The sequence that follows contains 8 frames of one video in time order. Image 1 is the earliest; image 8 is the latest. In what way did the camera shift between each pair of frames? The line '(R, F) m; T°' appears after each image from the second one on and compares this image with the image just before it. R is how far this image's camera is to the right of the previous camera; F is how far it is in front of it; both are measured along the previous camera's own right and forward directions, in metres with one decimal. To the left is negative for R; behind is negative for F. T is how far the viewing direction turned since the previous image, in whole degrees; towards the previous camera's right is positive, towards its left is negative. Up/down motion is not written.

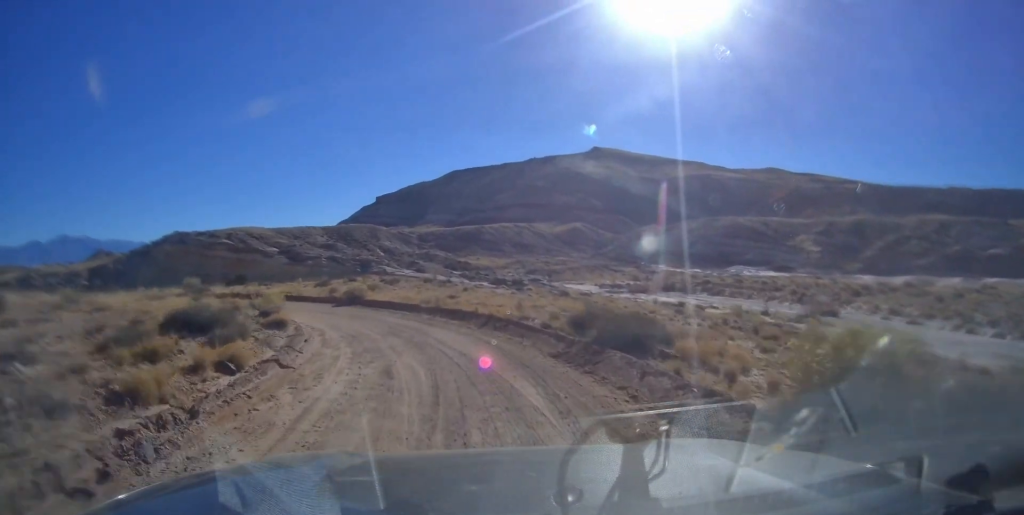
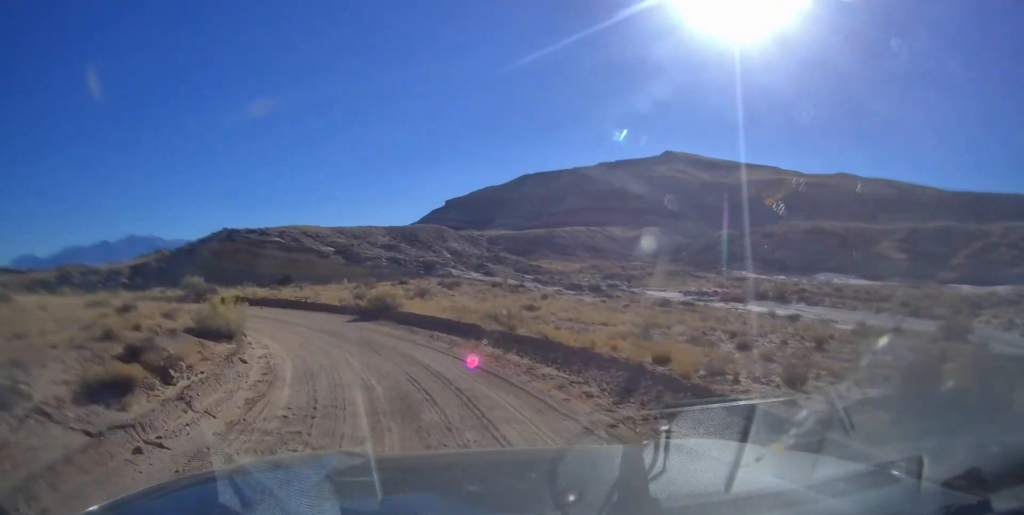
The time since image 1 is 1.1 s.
(0.0, +10.6) m; -5°
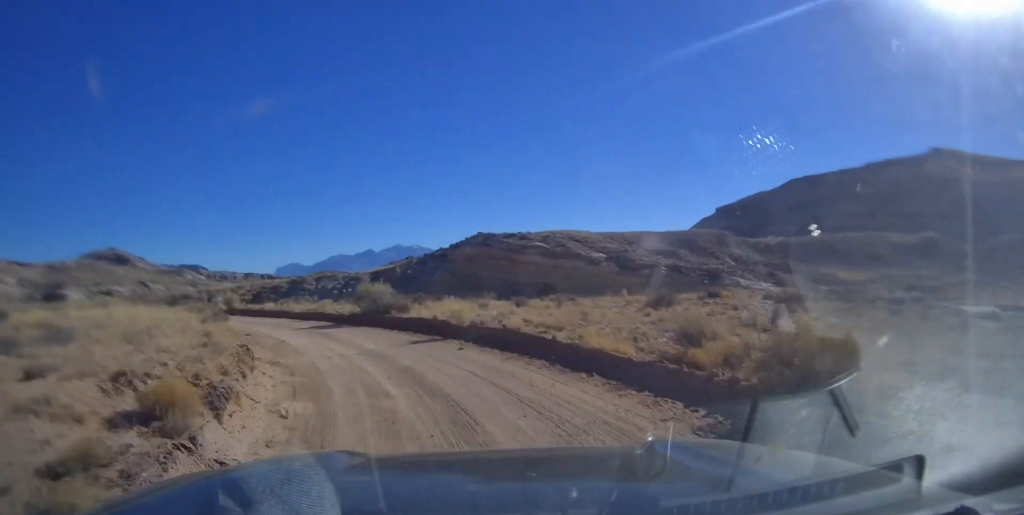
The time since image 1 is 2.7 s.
(-0.2, +15.8) m; -13°
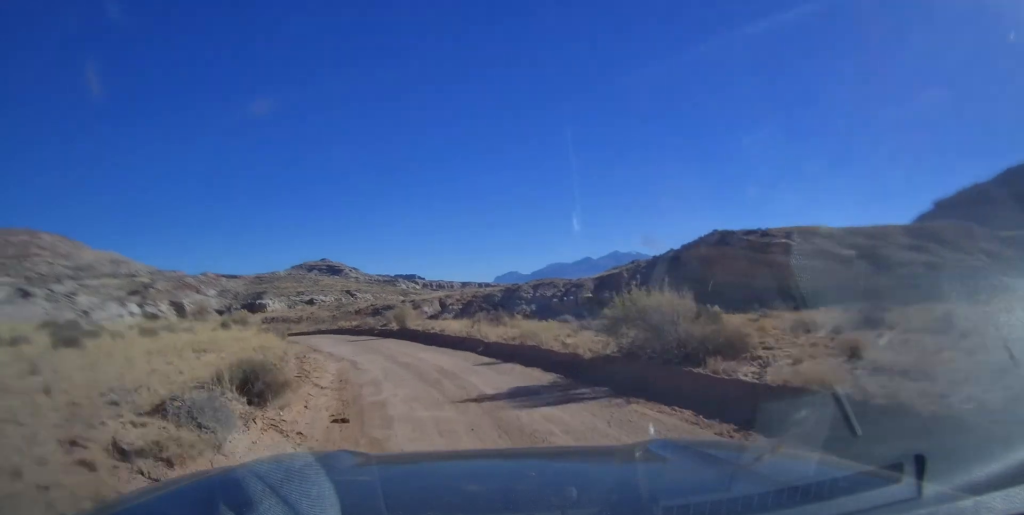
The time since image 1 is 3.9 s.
(-1.9, +12.4) m; -16°
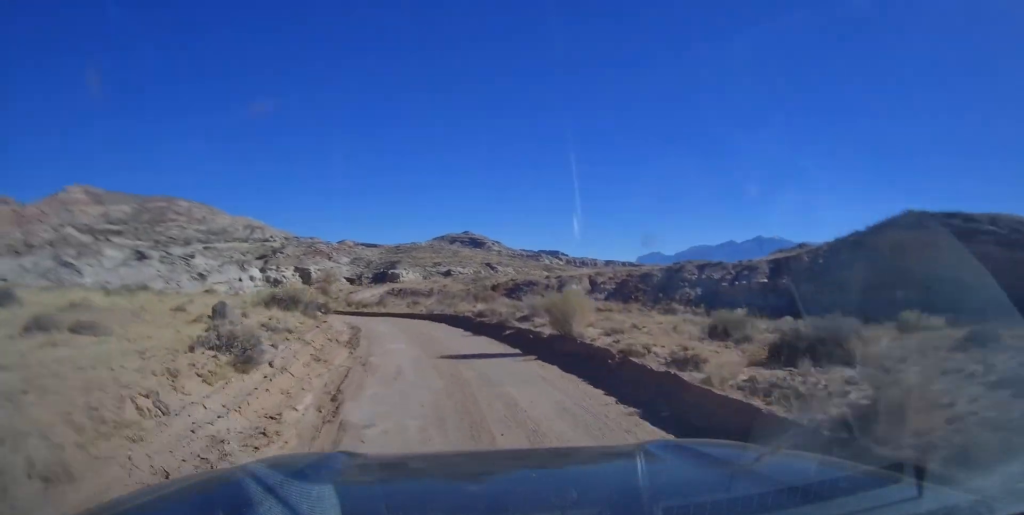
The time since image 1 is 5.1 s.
(-2.2, +13.3) m; -16°
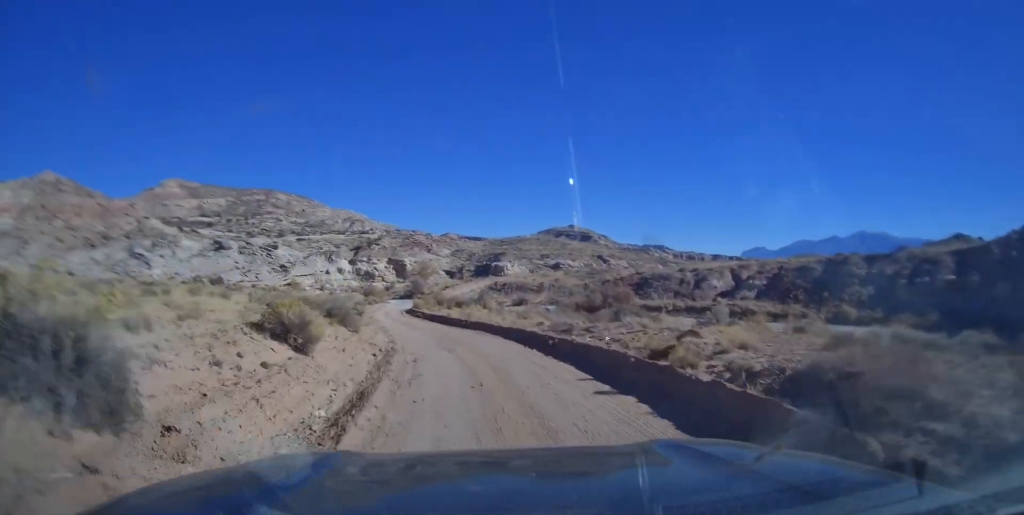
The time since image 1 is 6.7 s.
(-2.6, +17.5) m; -18°
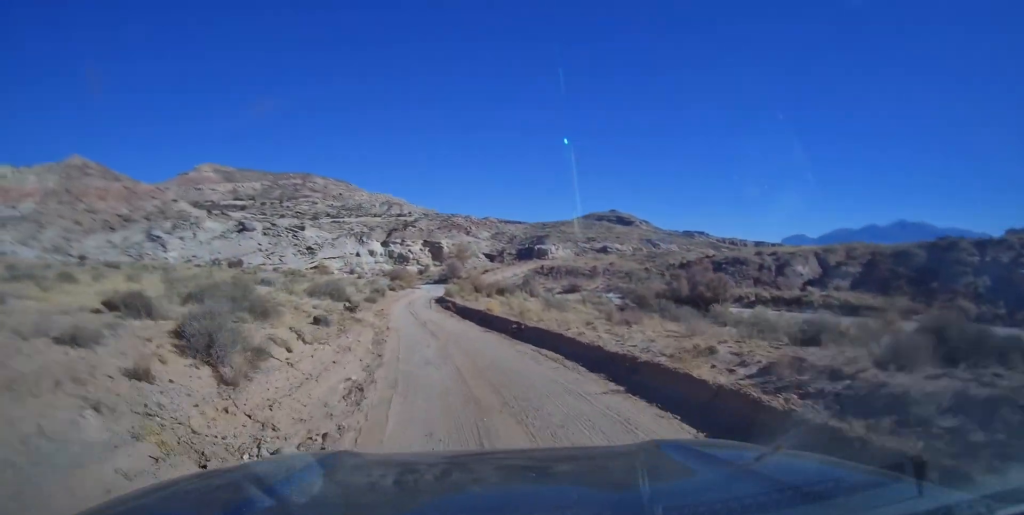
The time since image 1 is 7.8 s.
(-1.9, +12.3) m; -9°
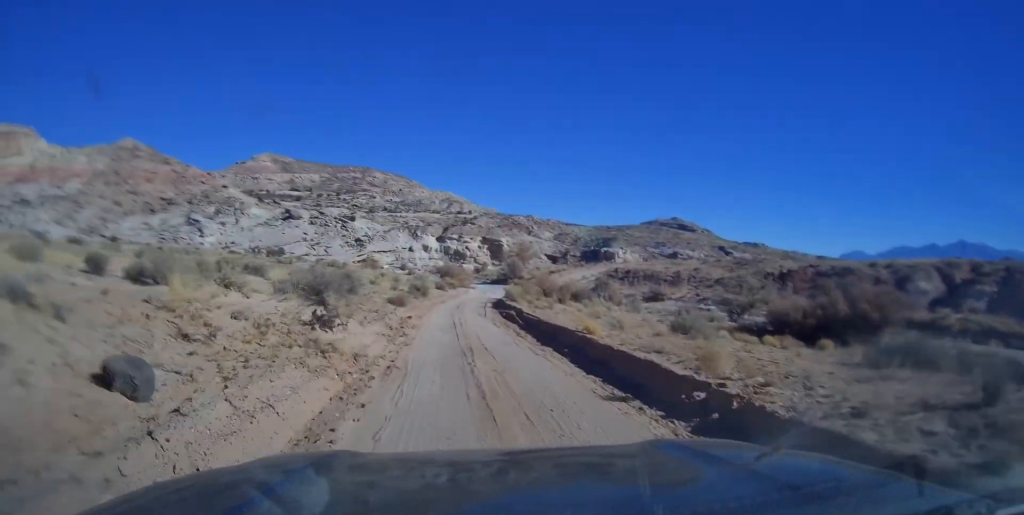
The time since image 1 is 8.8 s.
(-0.8, +11.7) m; -6°
